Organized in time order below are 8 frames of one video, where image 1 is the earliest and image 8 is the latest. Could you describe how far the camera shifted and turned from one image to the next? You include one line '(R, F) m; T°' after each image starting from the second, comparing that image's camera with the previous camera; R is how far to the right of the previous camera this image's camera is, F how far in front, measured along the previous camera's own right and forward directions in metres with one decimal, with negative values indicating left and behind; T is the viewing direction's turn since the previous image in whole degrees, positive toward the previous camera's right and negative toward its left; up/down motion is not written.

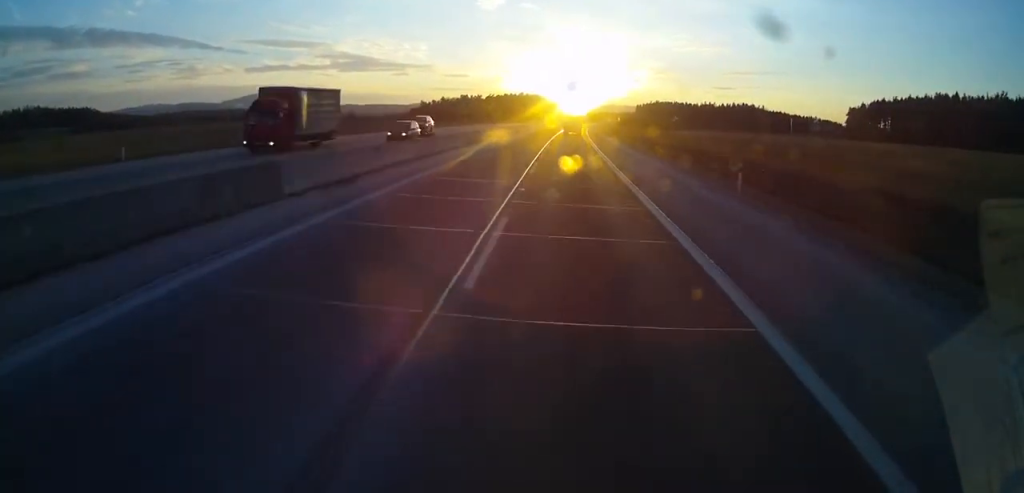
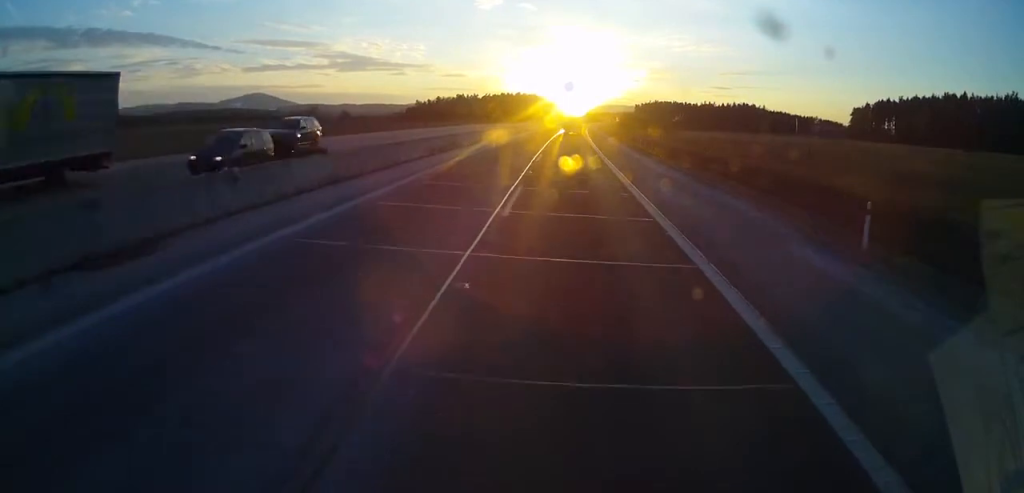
(+0.1, +11.7) m; +1°
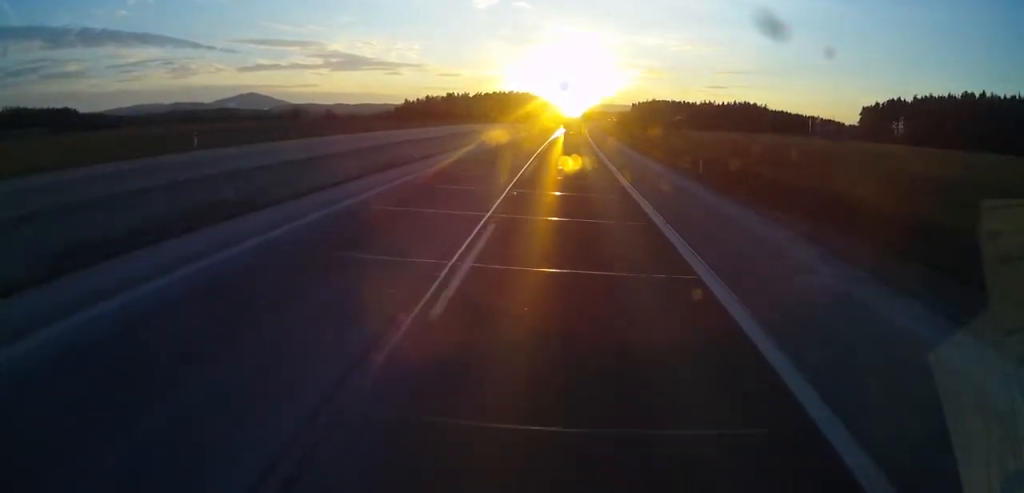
(+0.2, +25.7) m; -1°
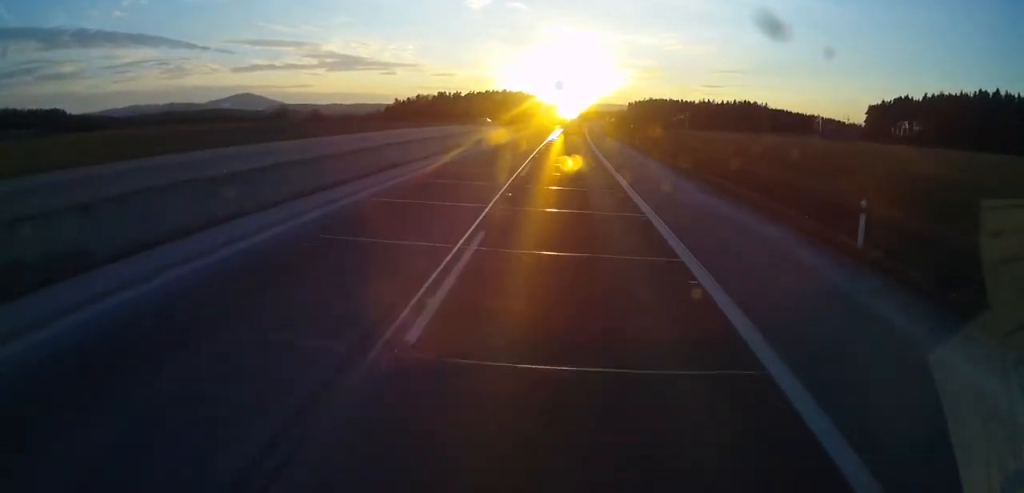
(-0.5, +18.7) m; 0°
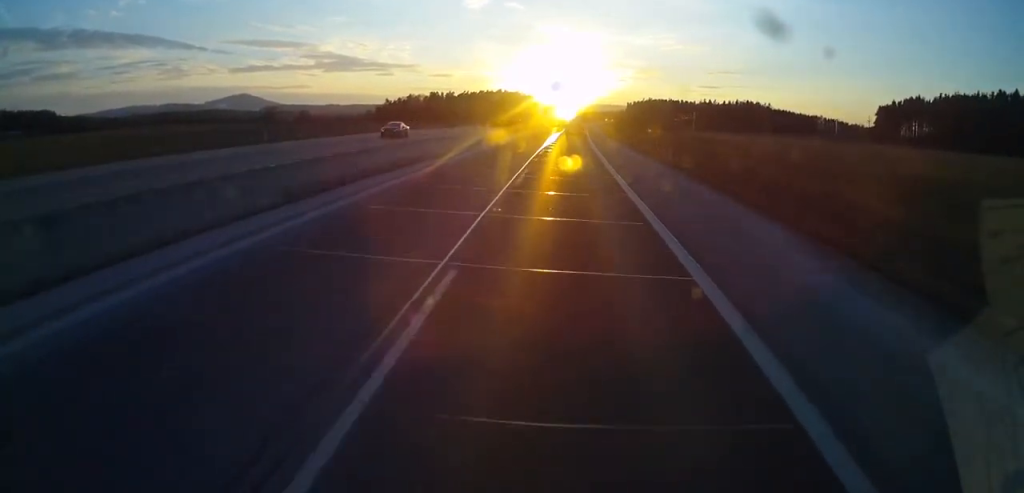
(+0.3, +21.1) m; +2°
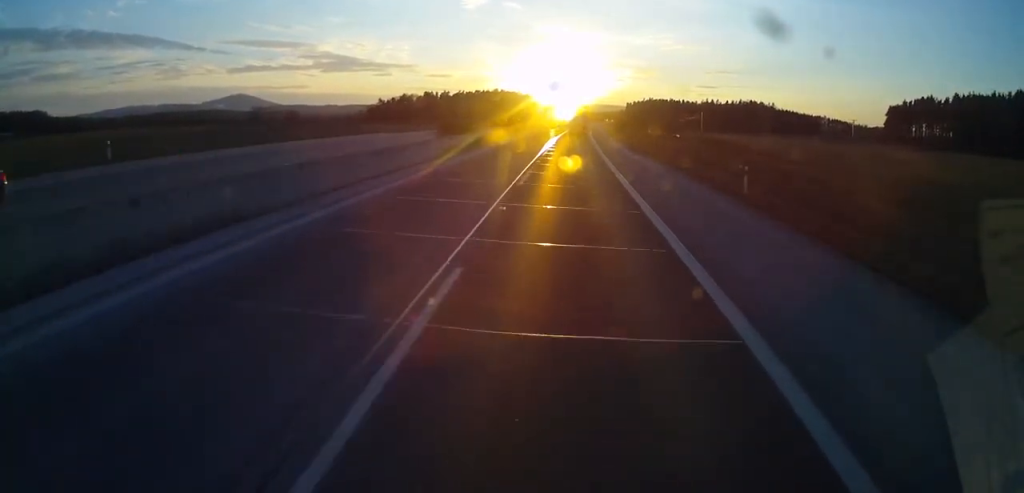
(+0.4, +18.0) m; +1°
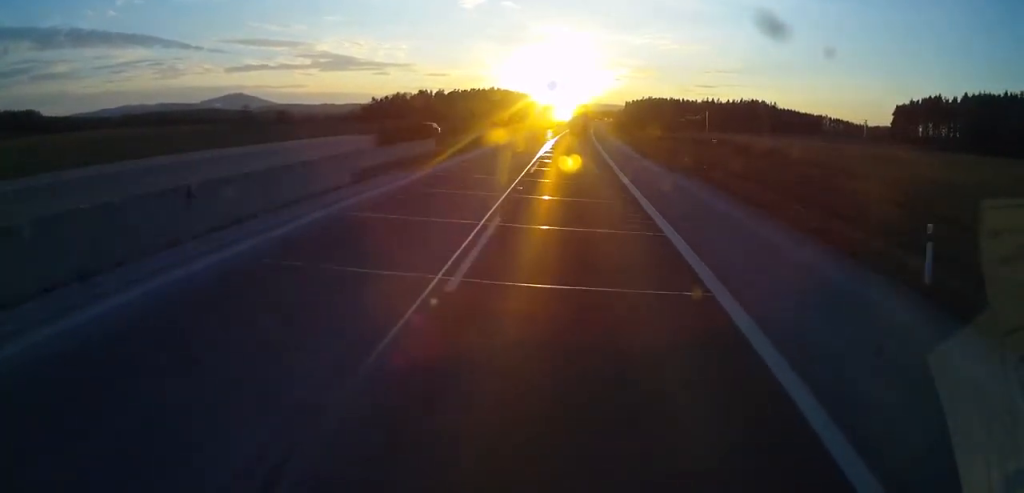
(+0.3, +13.3) m; 0°
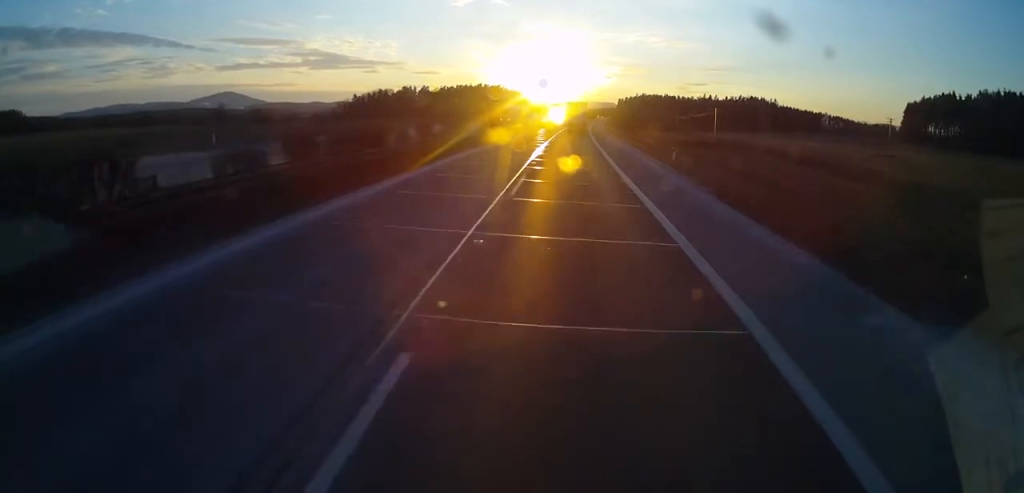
(-0.6, +26.5) m; -1°
